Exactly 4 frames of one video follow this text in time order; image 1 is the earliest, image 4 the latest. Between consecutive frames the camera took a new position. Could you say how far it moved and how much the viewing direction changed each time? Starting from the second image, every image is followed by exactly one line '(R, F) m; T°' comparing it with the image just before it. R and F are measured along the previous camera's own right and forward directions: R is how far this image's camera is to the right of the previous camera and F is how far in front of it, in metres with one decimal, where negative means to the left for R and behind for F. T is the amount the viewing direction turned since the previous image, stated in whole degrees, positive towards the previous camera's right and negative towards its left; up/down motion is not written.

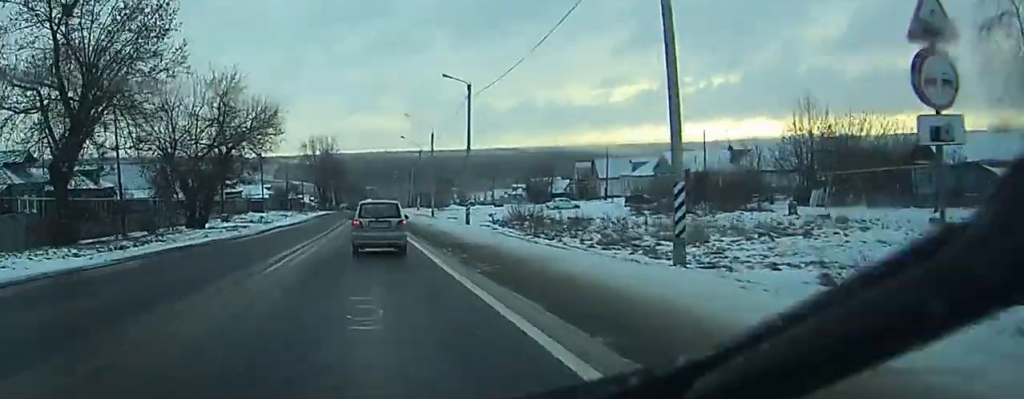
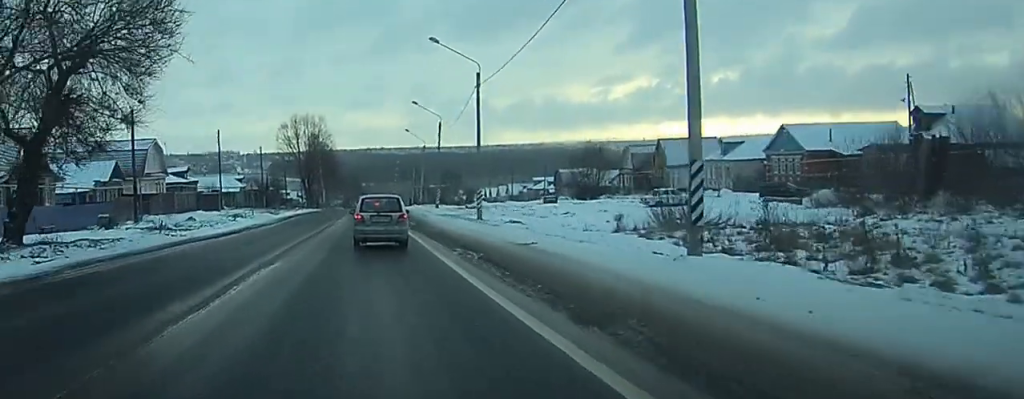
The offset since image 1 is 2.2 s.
(+0.2, +37.1) m; 0°
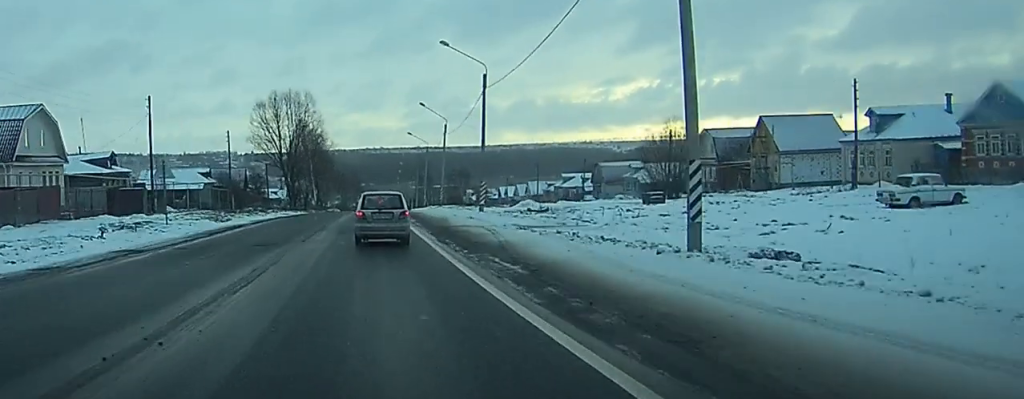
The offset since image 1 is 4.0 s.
(+0.1, +32.2) m; +1°
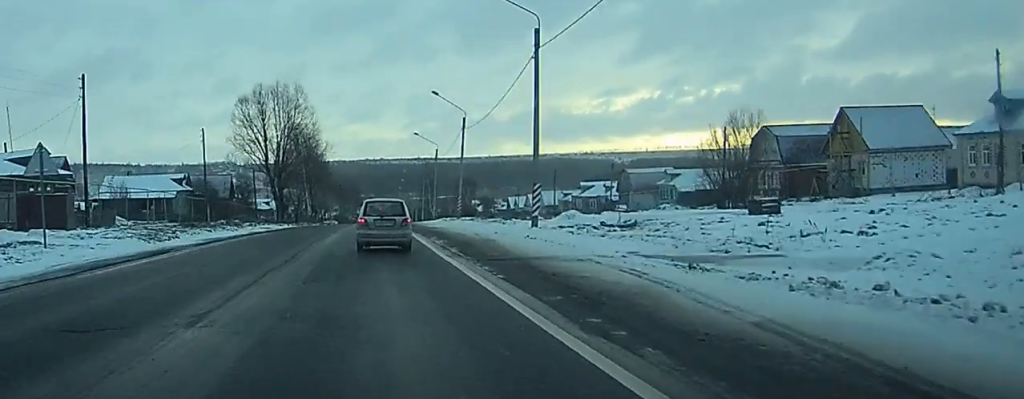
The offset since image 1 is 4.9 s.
(+0.1, +16.5) m; 0°
